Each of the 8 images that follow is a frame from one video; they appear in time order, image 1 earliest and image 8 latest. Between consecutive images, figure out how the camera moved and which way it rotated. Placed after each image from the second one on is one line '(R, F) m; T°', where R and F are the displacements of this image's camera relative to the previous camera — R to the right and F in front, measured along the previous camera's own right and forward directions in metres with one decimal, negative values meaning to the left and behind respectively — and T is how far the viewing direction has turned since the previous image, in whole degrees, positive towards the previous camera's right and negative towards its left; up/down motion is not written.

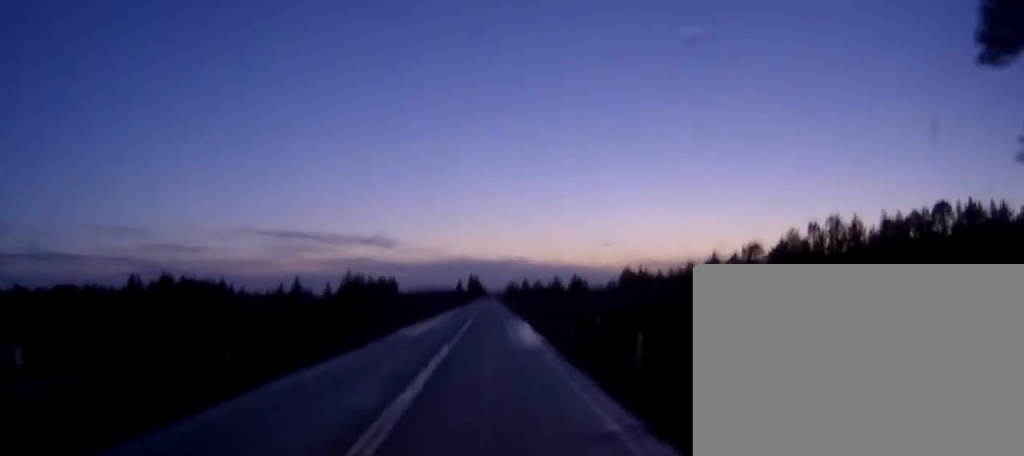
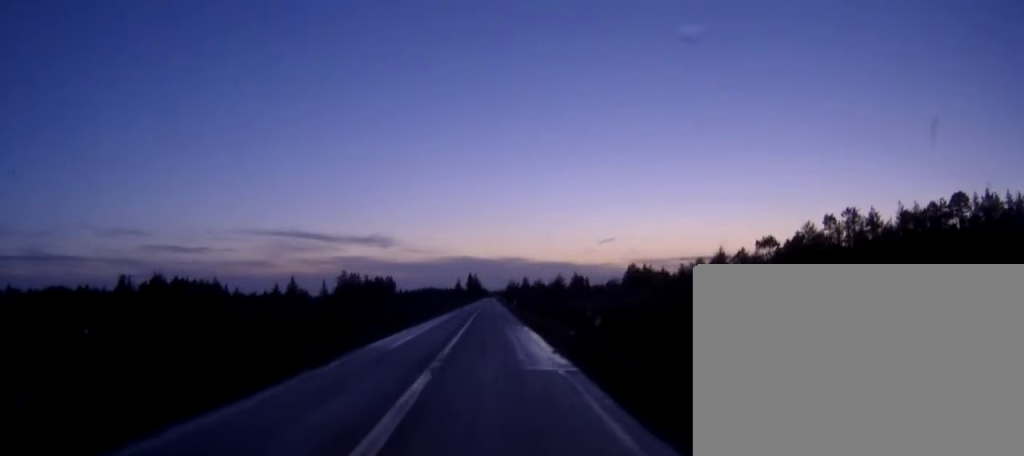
(0.0, +9.0) m; 0°
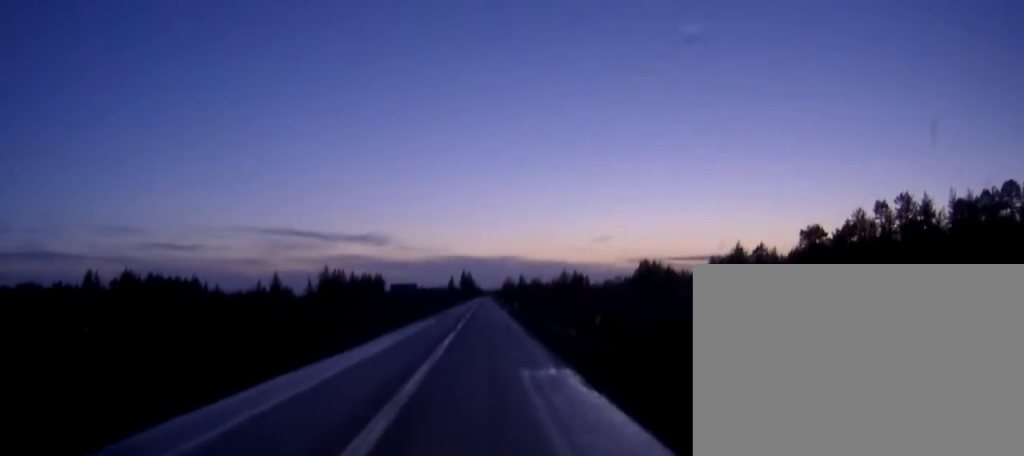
(0.0, +25.3) m; 0°
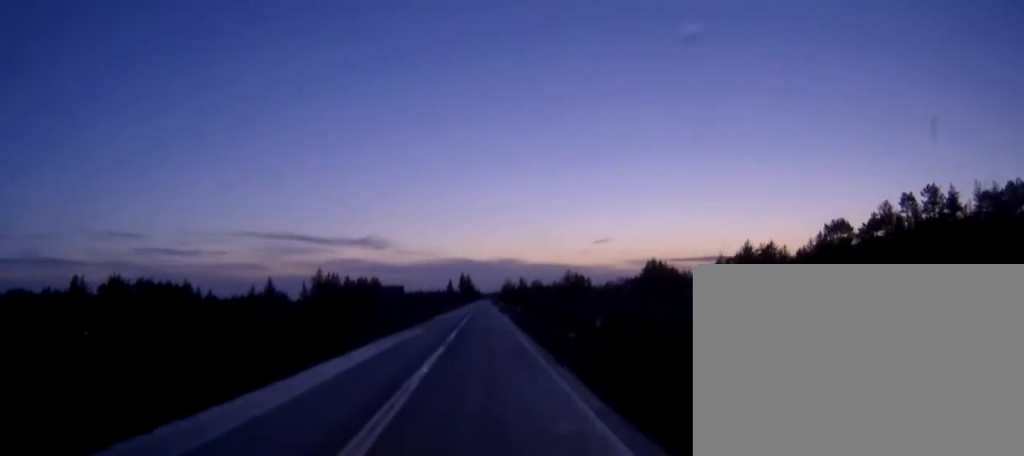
(0.0, +10.5) m; 0°
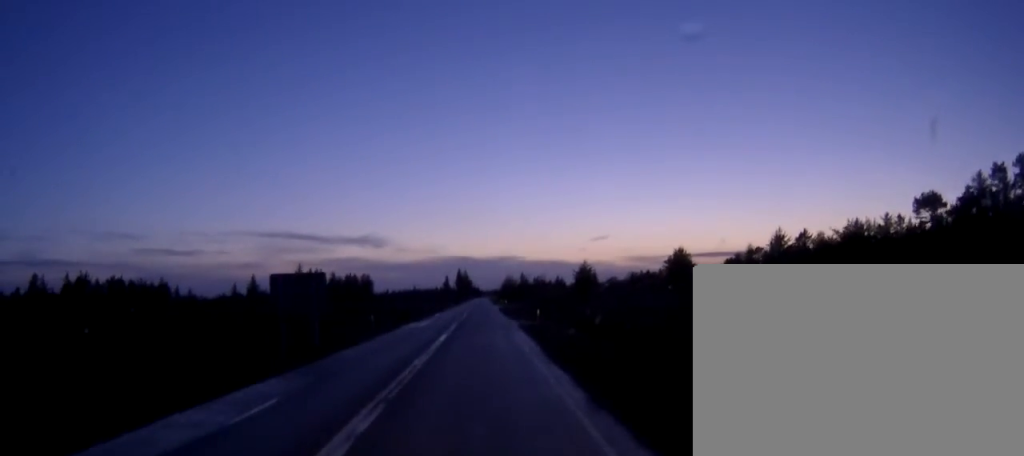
(+0.1, +28.3) m; 0°
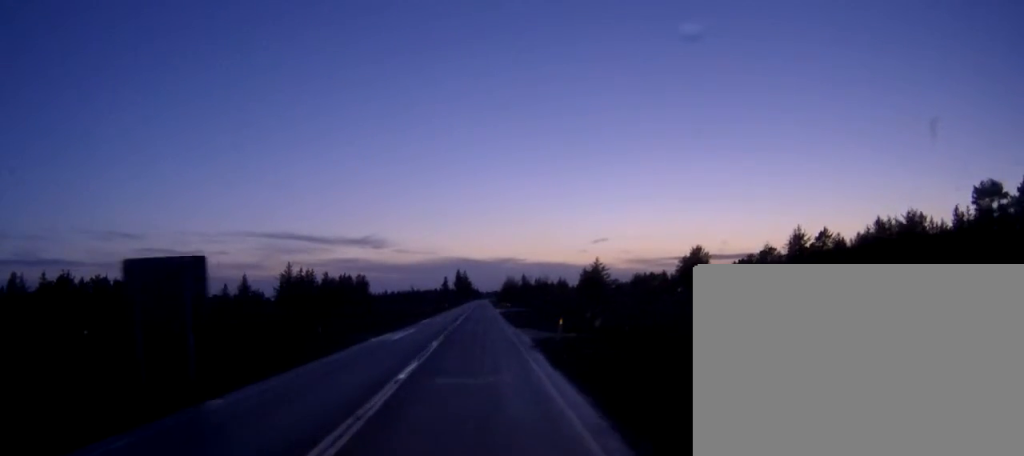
(0.0, +13.8) m; 0°
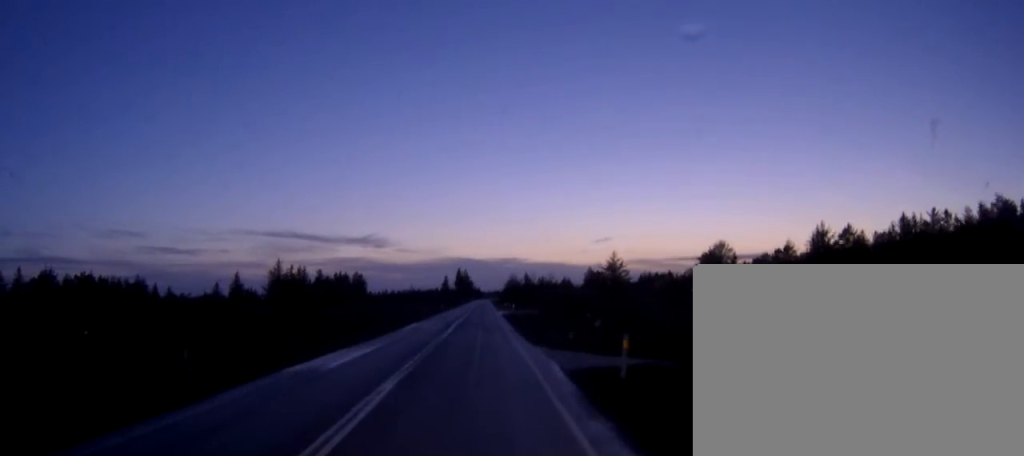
(0.0, +13.8) m; 0°
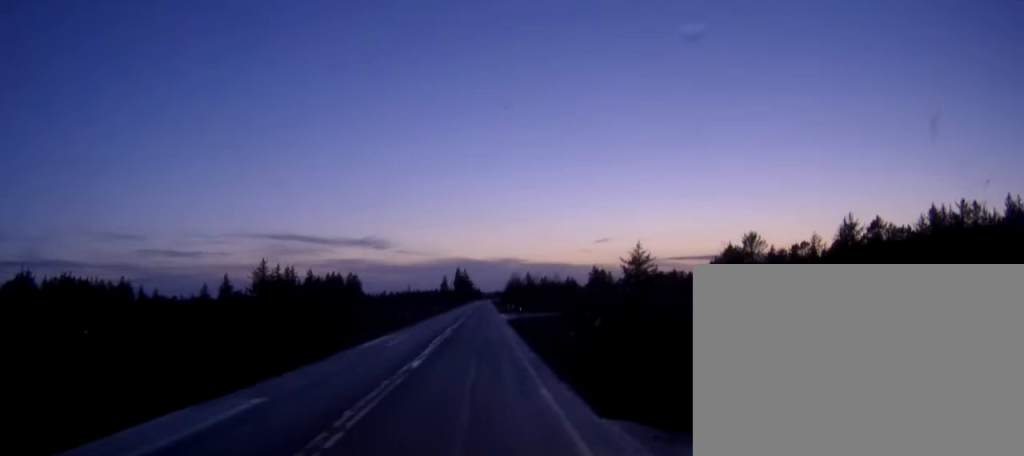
(-0.1, +16.0) m; 0°
